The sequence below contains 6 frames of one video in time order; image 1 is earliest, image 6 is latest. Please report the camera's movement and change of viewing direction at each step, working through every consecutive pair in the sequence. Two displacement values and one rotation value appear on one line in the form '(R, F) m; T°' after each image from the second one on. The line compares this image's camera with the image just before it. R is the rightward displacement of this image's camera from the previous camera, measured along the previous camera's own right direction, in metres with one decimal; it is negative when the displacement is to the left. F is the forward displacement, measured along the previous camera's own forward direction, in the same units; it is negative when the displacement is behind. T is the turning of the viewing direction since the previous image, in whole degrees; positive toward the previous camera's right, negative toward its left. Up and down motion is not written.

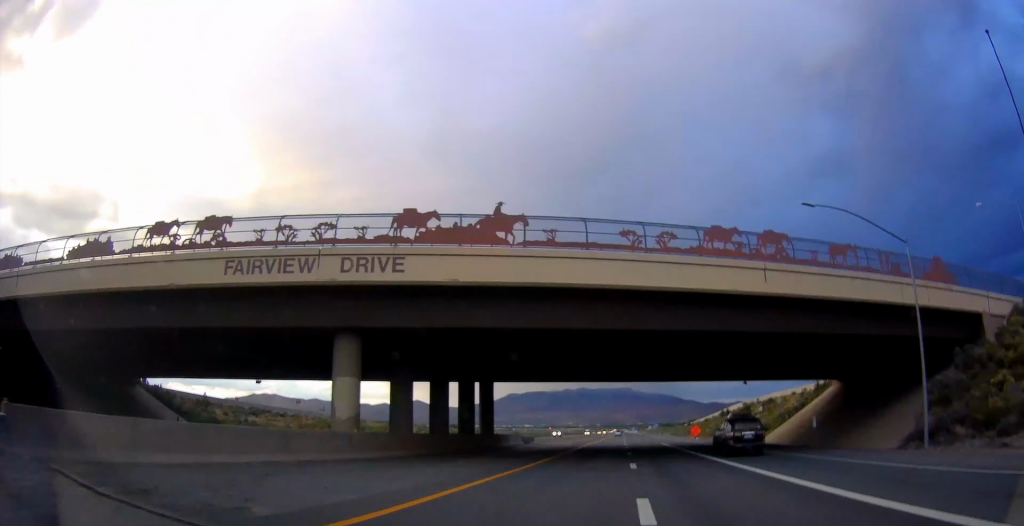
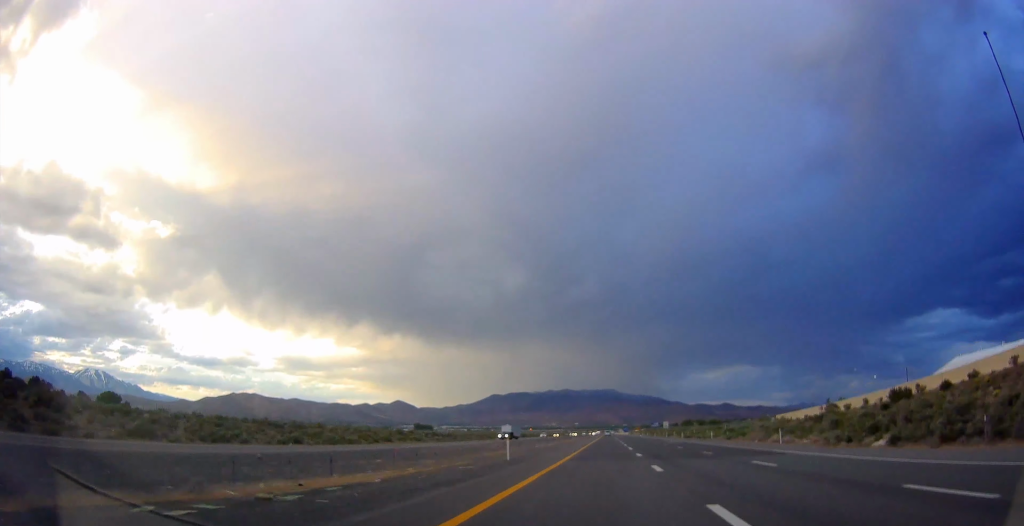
(+1.1, +138.7) m; 0°
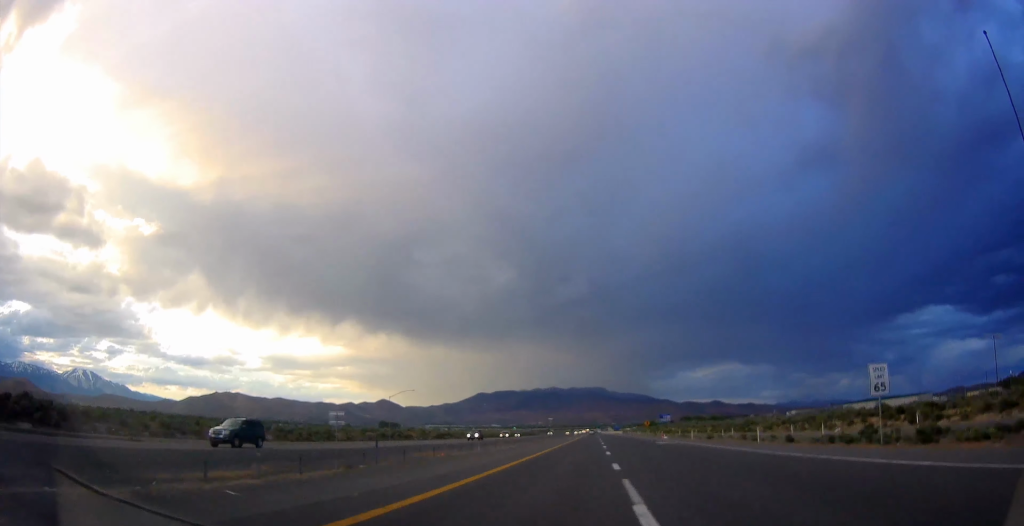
(+0.2, +118.9) m; 0°
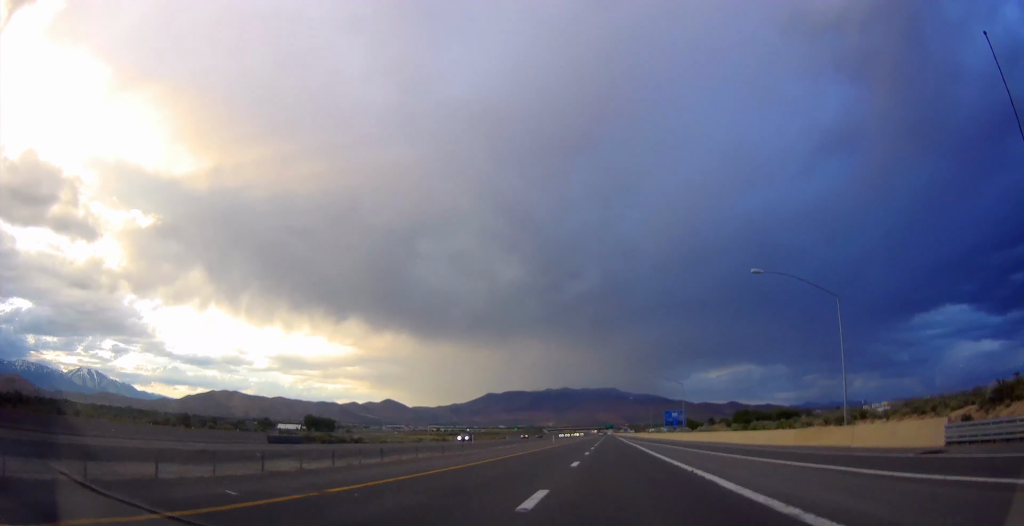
(-0.7, +307.8) m; 0°
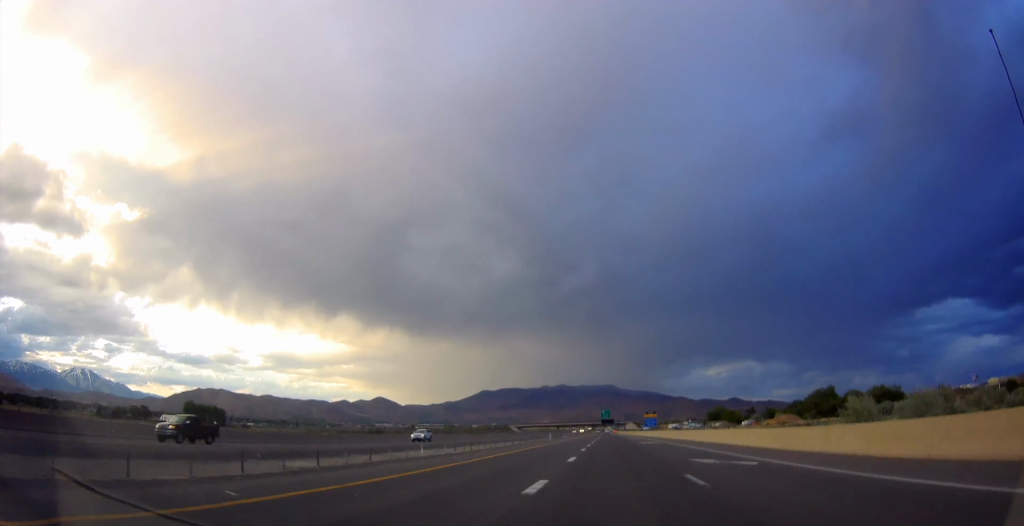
(0.0, +236.7) m; 0°
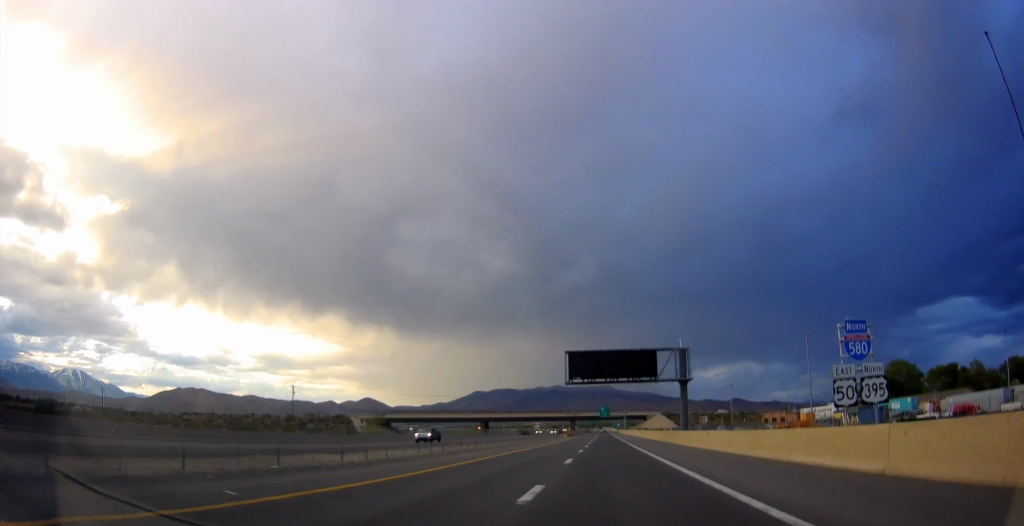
(+0.4, +331.4) m; 0°
